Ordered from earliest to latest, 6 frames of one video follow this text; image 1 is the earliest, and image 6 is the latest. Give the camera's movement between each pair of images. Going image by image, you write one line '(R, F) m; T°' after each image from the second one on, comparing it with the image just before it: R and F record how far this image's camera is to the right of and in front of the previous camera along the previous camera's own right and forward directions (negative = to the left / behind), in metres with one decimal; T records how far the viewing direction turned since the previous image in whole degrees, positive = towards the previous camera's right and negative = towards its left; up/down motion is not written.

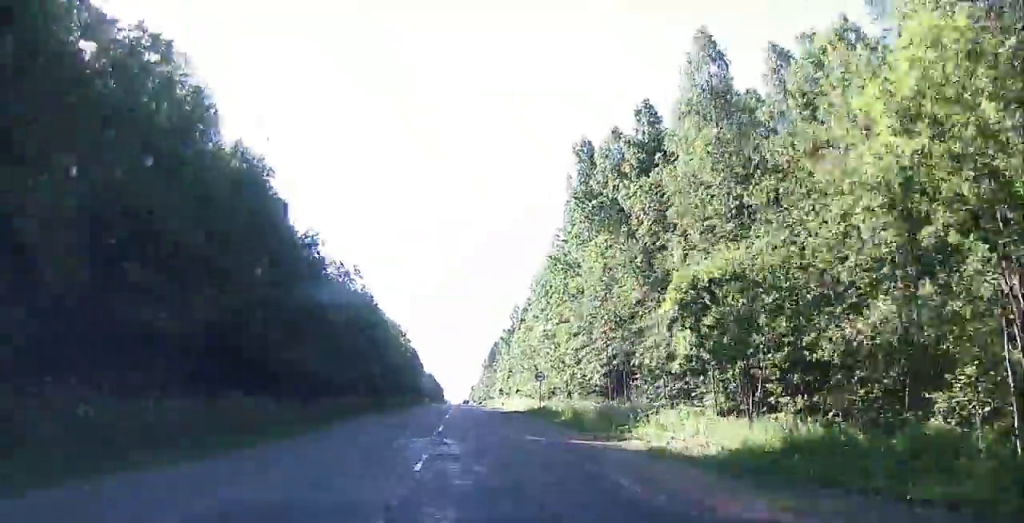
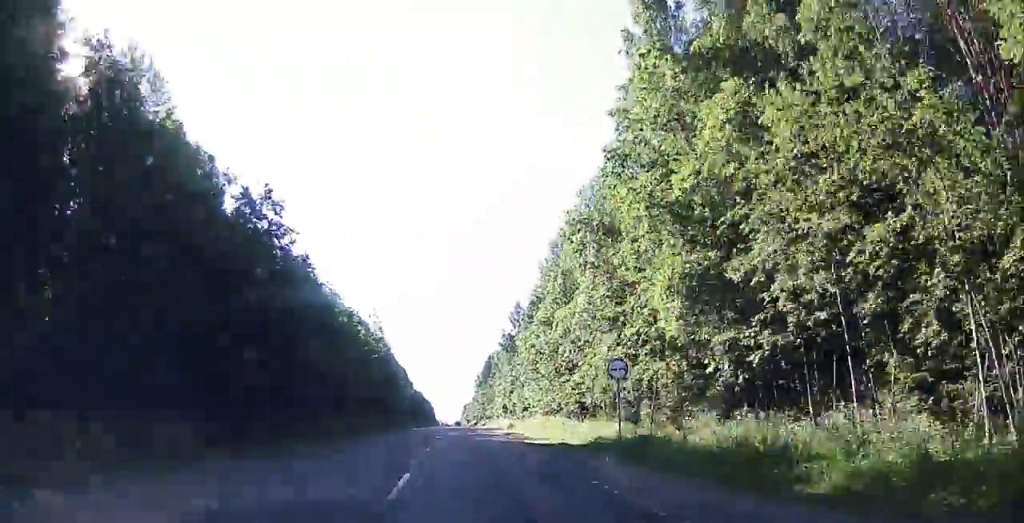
(+0.3, +25.8) m; +1°
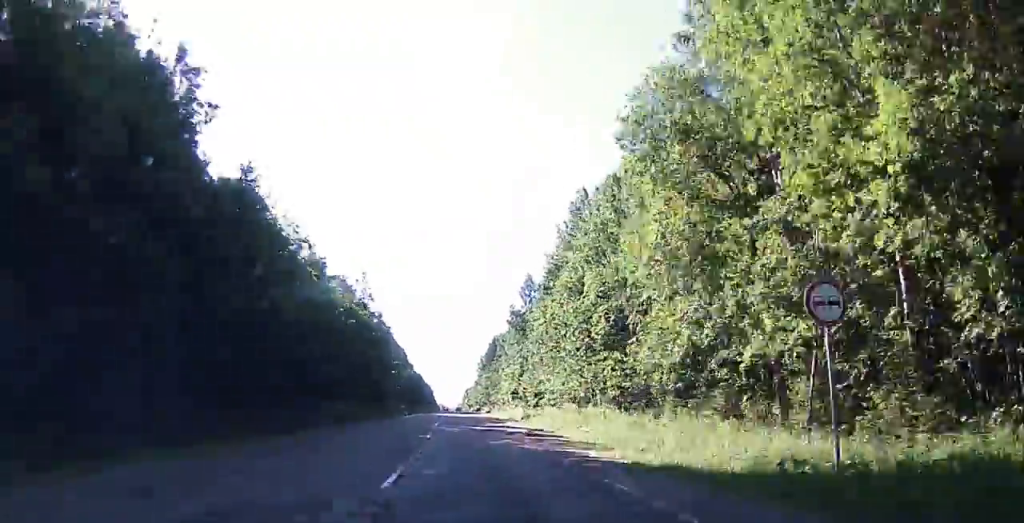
(+0.1, +13.4) m; 0°
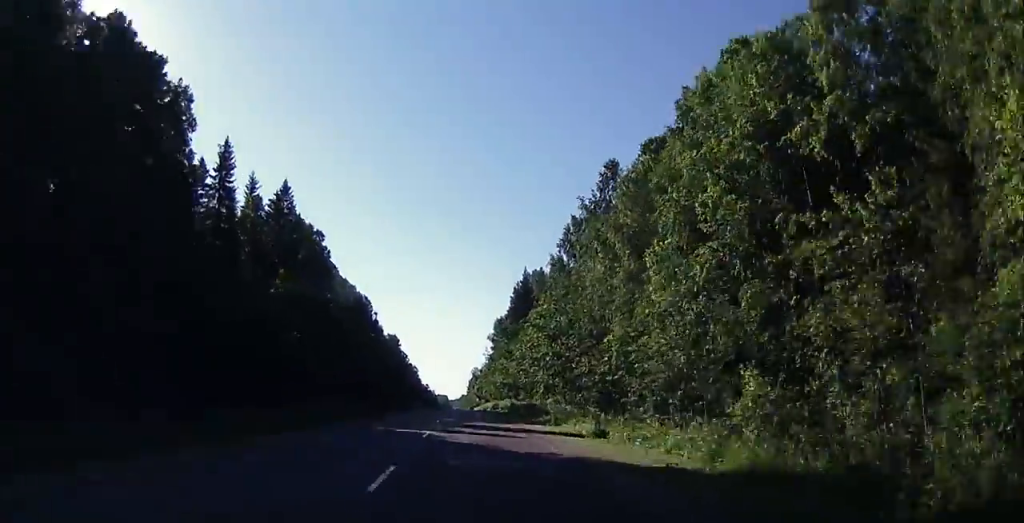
(+3.7, +110.2) m; +2°
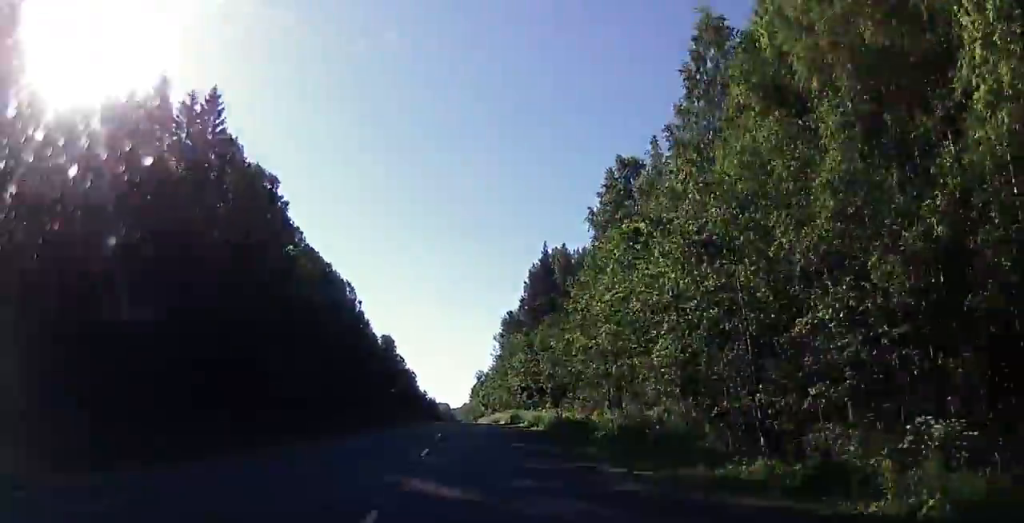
(-0.6, +28.3) m; -1°
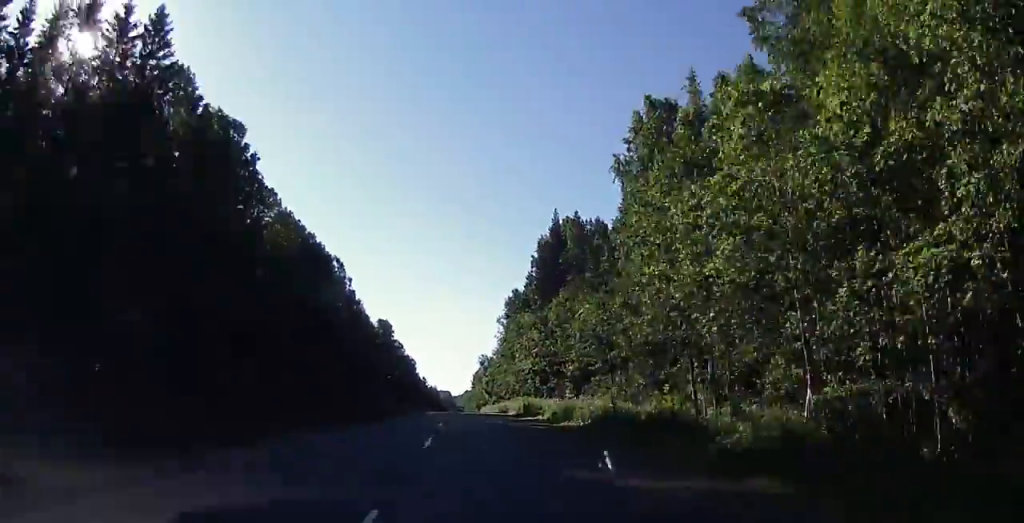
(0.0, +12.5) m; 0°
